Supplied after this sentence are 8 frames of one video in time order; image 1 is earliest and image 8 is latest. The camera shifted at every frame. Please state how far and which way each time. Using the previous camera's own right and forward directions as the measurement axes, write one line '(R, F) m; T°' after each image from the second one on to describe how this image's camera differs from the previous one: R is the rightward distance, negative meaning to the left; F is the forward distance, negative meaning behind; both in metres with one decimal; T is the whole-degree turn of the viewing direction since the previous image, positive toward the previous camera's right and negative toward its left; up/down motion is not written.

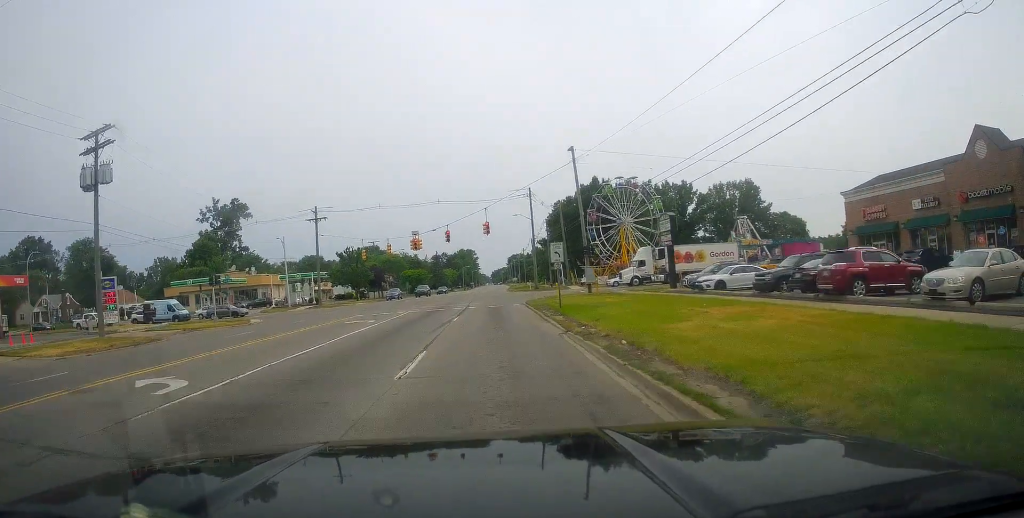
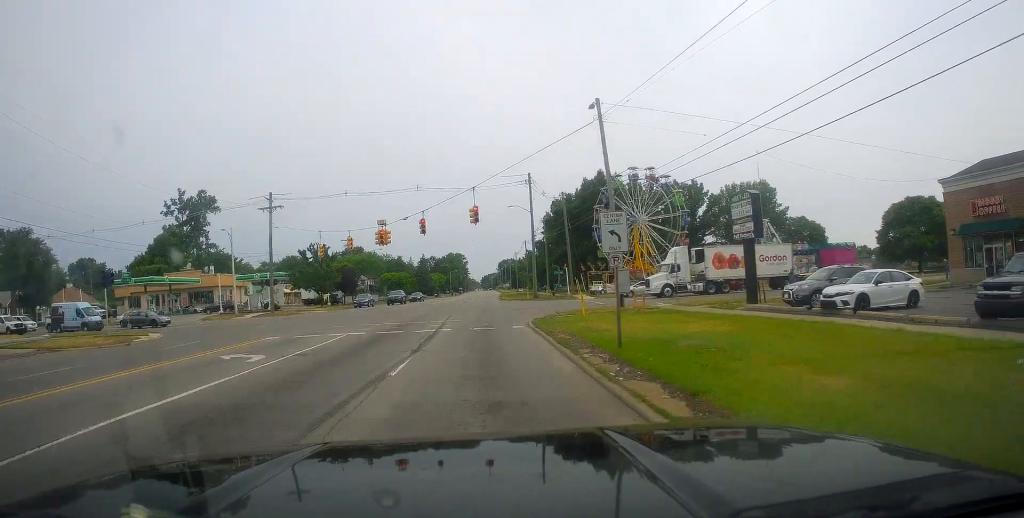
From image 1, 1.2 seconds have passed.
(0.0, +15.0) m; 0°
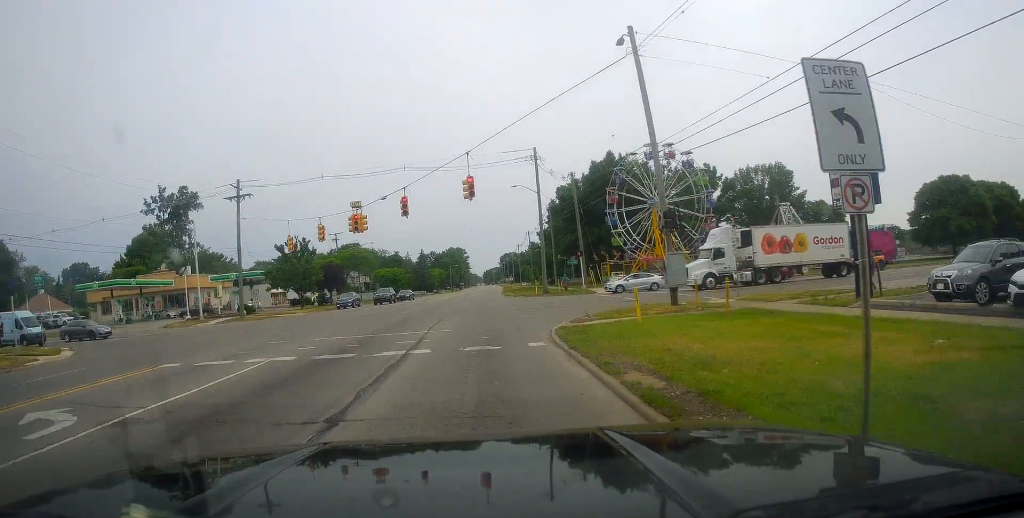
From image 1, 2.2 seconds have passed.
(0.0, +10.2) m; 0°
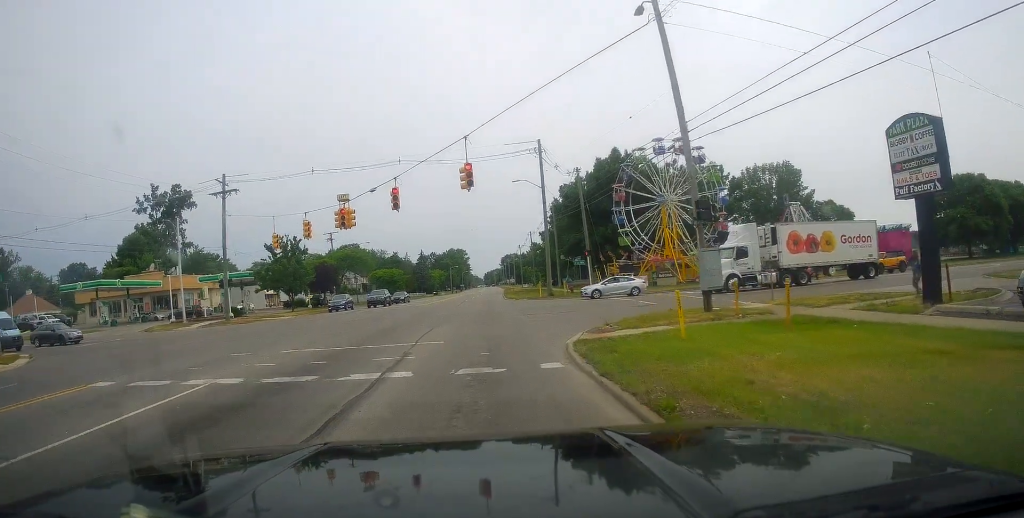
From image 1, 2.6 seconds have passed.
(0.0, +4.5) m; 0°
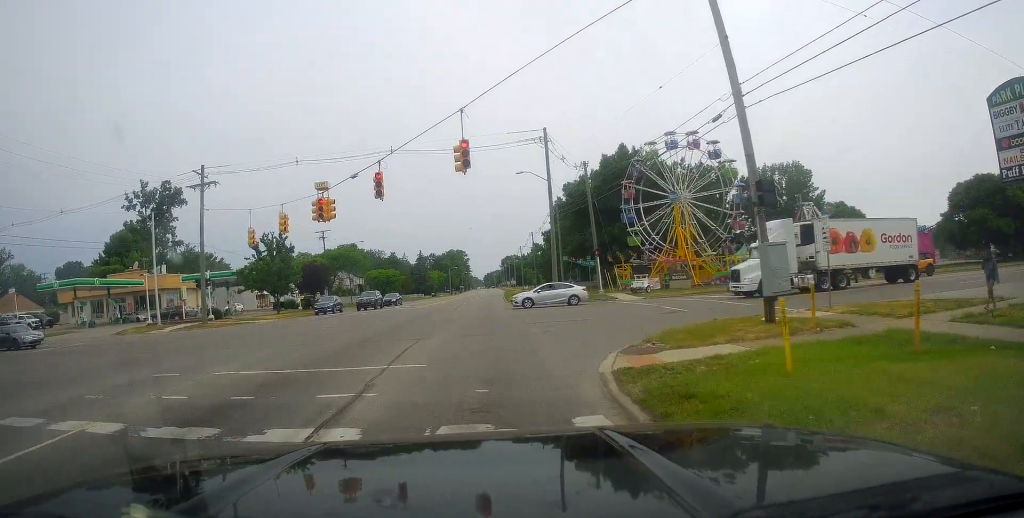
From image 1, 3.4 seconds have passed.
(0.0, +5.2) m; +1°
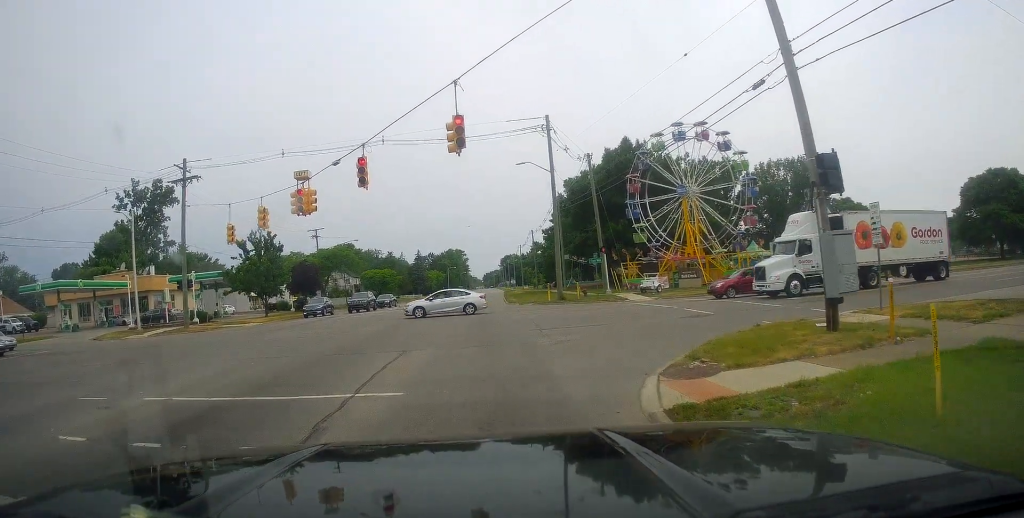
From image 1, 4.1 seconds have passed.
(+0.1, +4.1) m; +4°
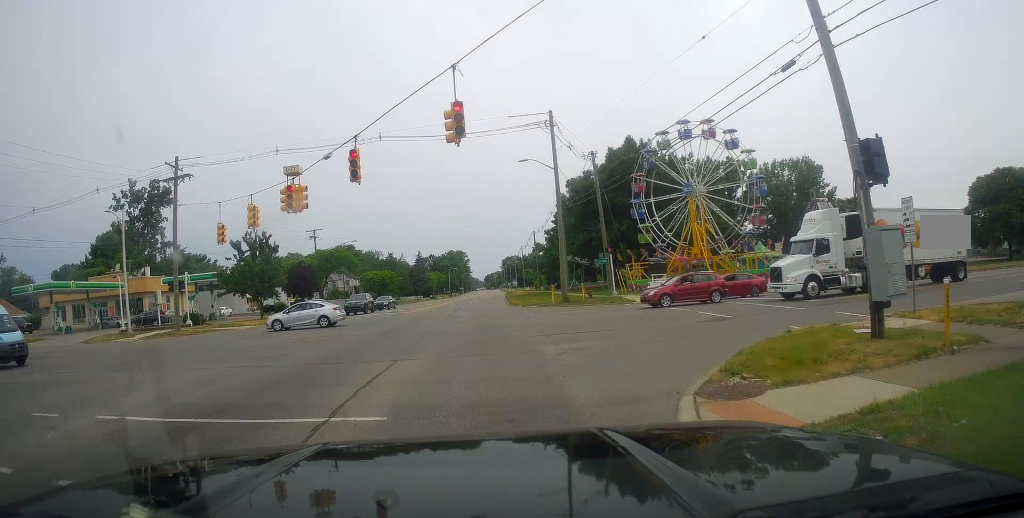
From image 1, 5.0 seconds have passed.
(+0.1, +2.9) m; +4°
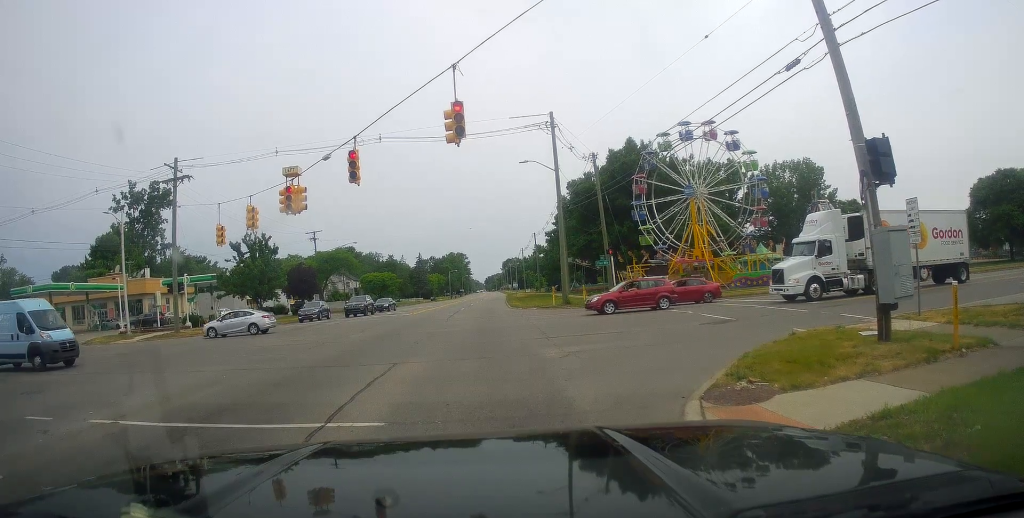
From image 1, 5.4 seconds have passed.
(+0.2, +0.5) m; 0°
